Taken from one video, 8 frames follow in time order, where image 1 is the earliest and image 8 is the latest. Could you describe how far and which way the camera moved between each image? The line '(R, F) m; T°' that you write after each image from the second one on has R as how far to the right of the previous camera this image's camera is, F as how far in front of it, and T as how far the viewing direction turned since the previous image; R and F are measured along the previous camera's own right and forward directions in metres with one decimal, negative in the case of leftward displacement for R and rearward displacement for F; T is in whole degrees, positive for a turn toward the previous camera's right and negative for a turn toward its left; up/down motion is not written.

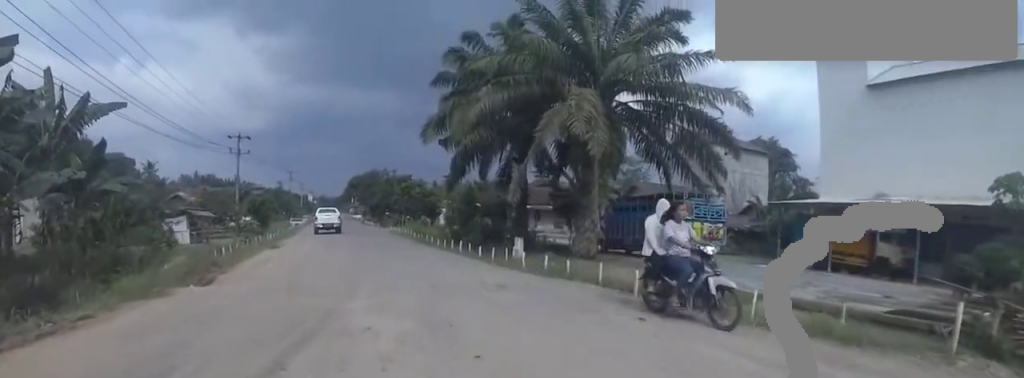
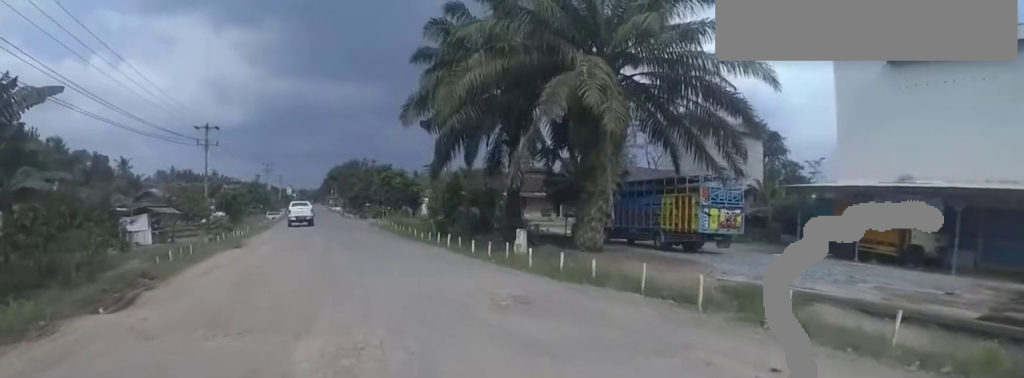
(0.0, +2.7) m; 0°
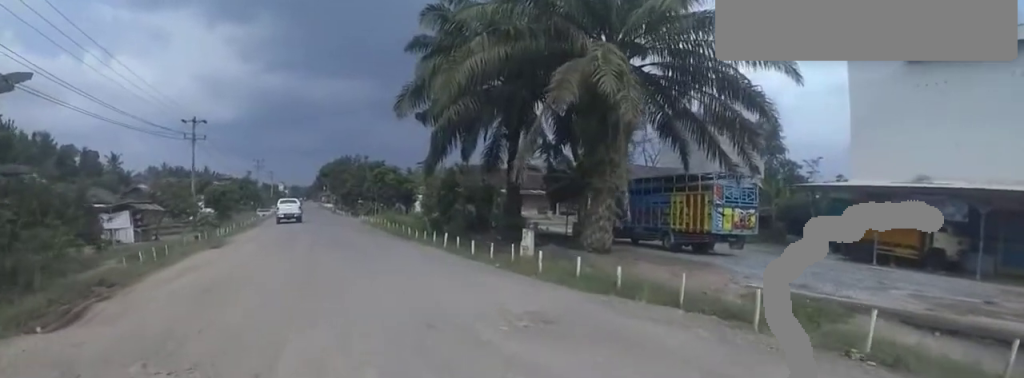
(0.0, +1.3) m; 0°
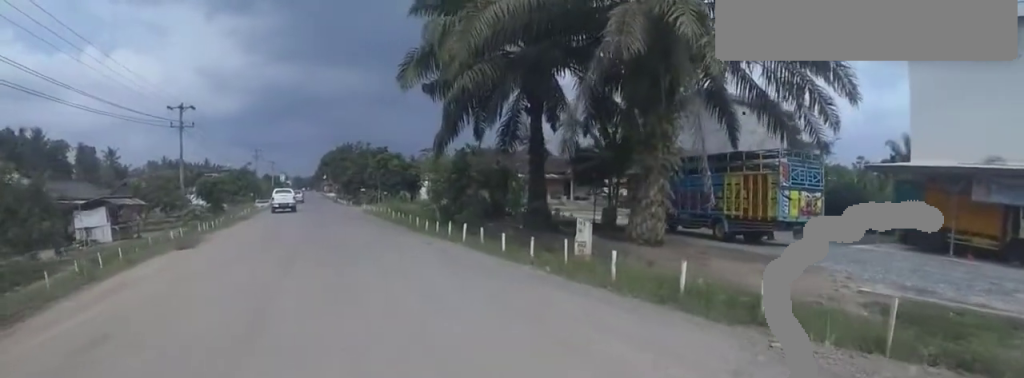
(0.0, +2.9) m; 0°
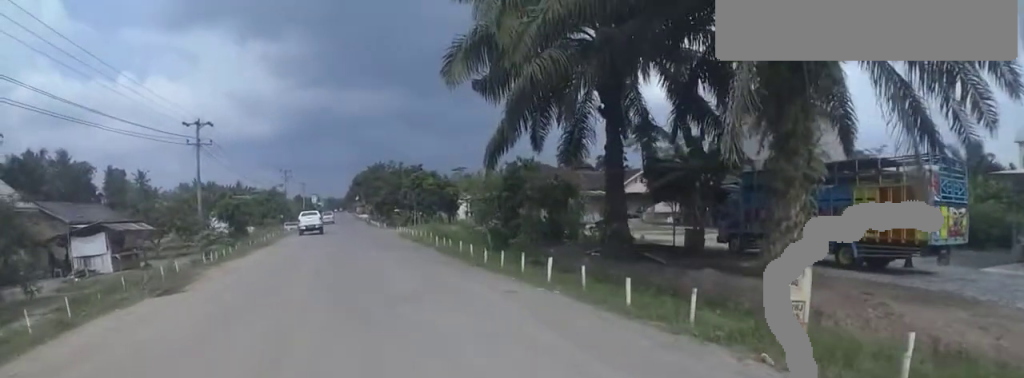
(0.0, +3.4) m; 0°
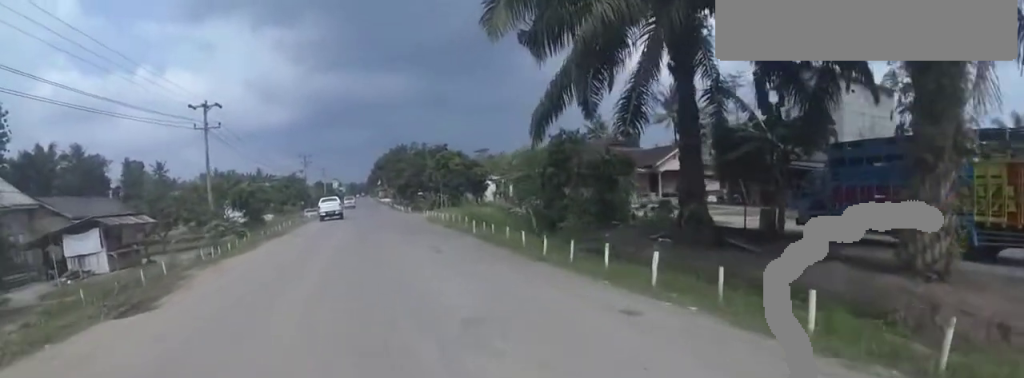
(0.0, +2.4) m; 0°
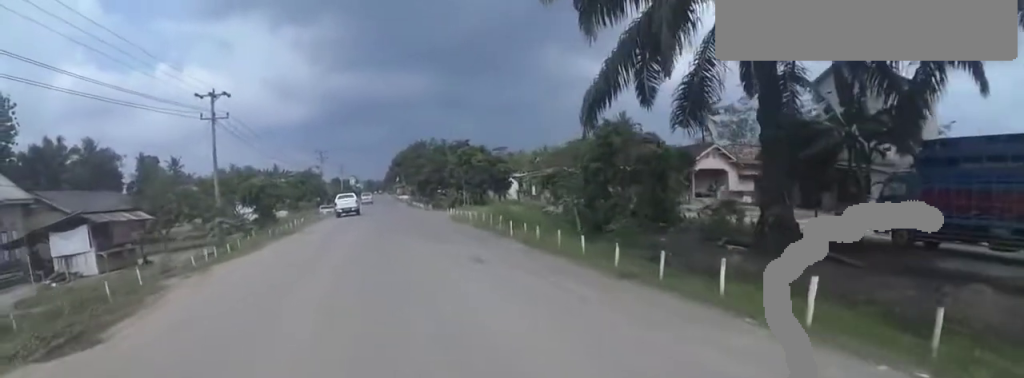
(0.0, +2.1) m; 0°
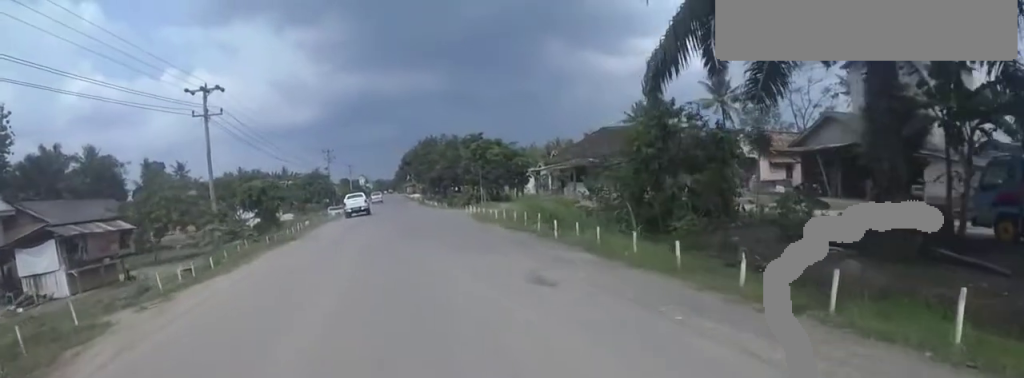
(0.0, +2.6) m; 0°
